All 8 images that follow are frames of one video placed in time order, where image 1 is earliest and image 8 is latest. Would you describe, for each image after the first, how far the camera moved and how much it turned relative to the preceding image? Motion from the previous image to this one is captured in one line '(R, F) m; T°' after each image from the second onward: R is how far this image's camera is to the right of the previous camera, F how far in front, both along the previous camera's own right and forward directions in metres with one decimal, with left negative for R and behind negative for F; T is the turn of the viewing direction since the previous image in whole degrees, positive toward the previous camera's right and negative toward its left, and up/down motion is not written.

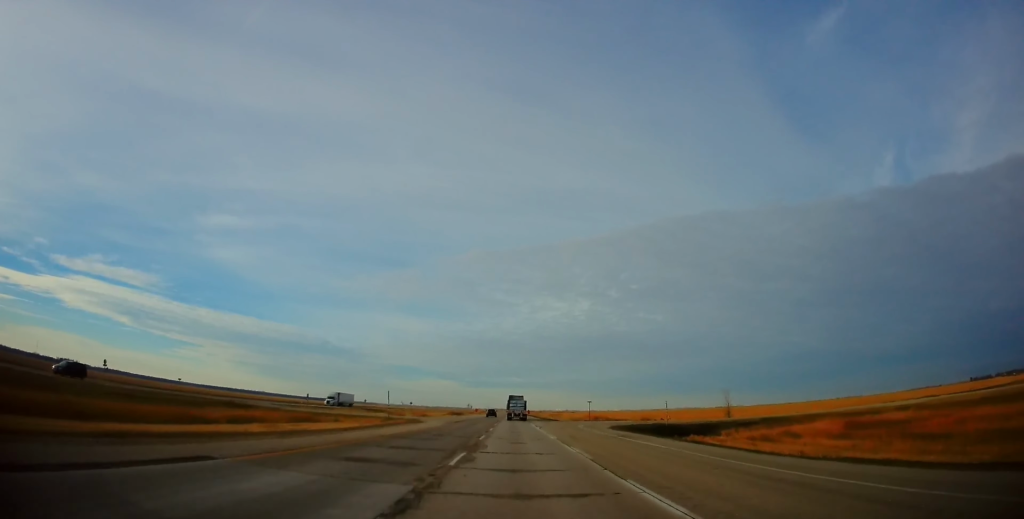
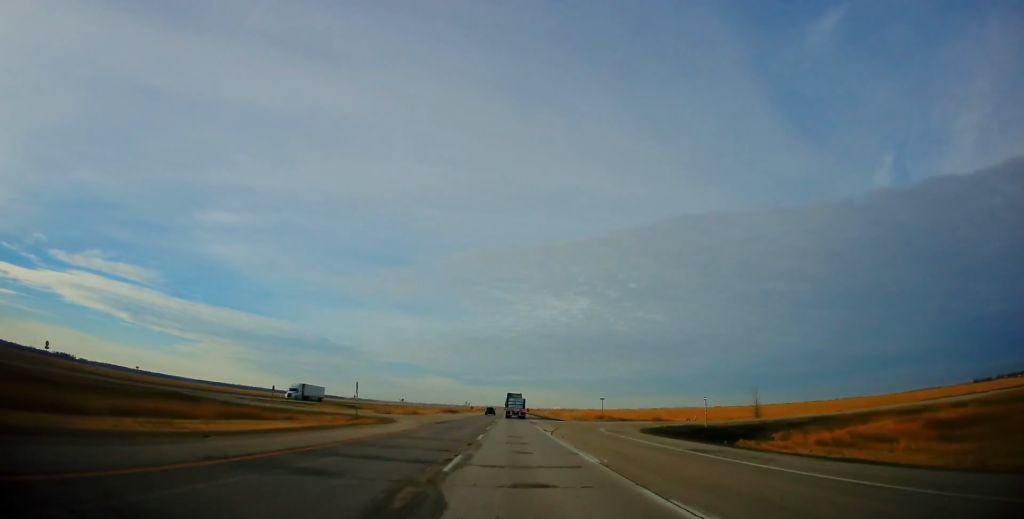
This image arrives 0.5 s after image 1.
(+0.4, +13.8) m; 0°
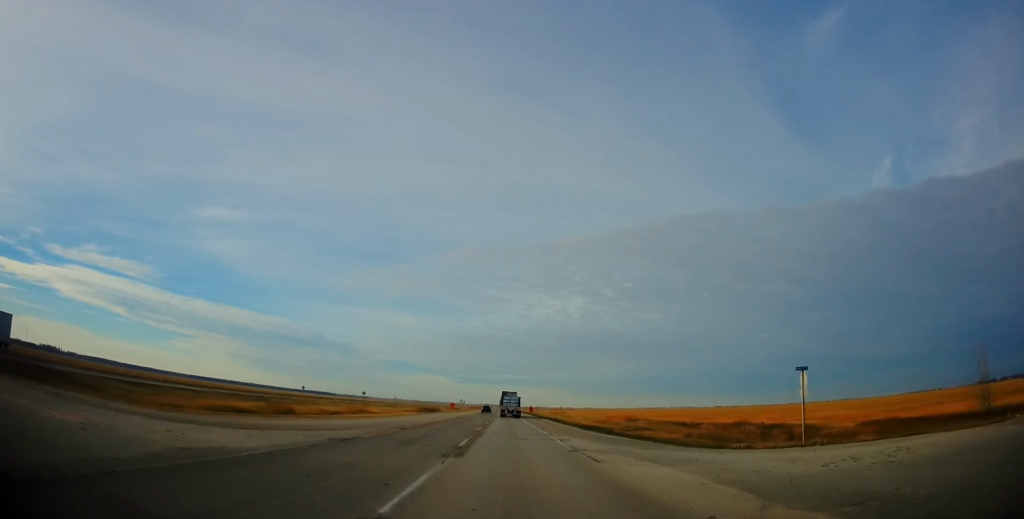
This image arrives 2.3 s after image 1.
(-0.3, +52.8) m; 0°
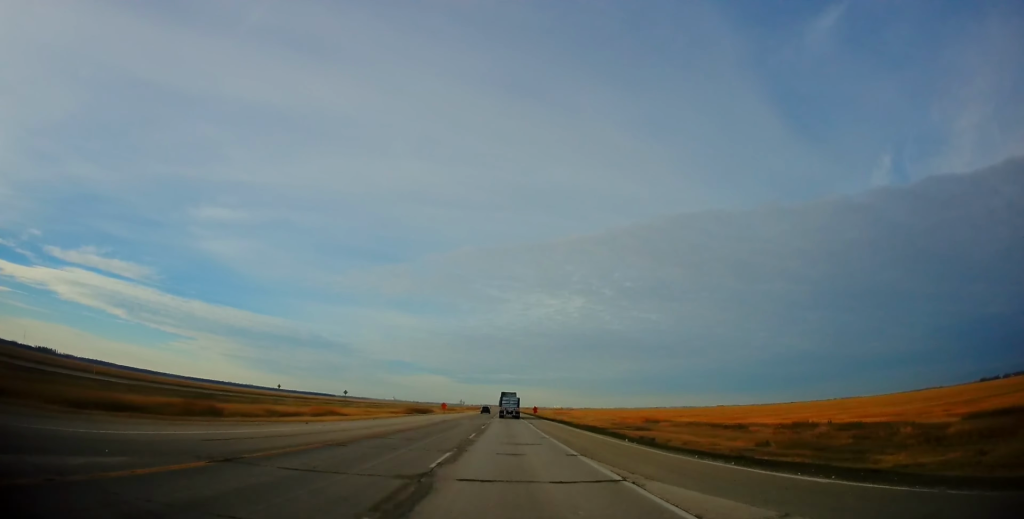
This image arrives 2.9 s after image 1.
(+0.1, +18.4) m; 0°
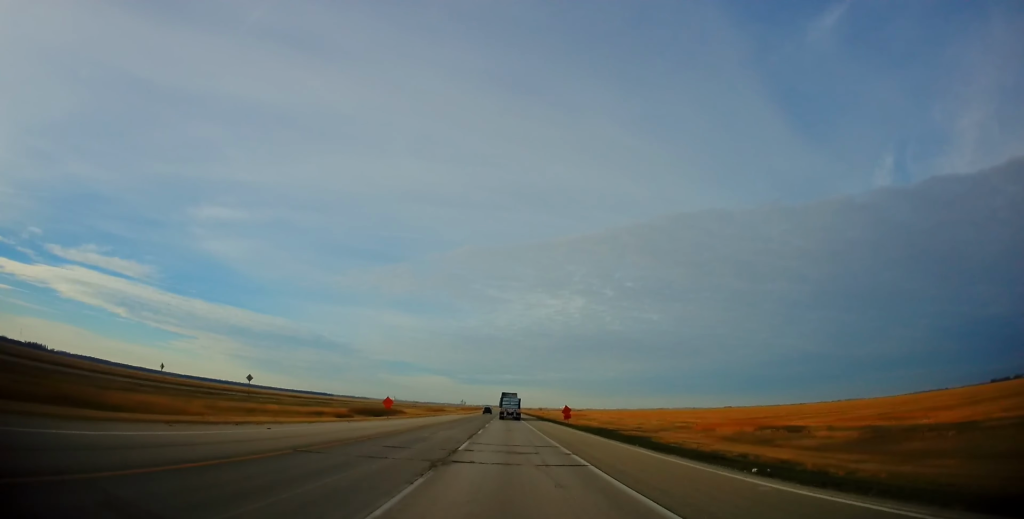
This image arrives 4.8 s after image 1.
(-0.1, +56.7) m; 0°
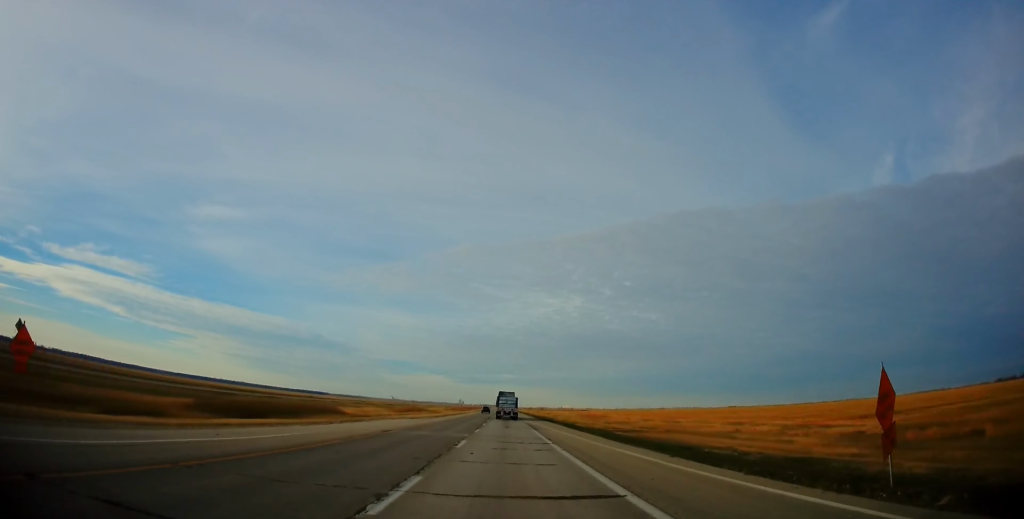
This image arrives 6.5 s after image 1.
(-0.5, +49.2) m; 0°
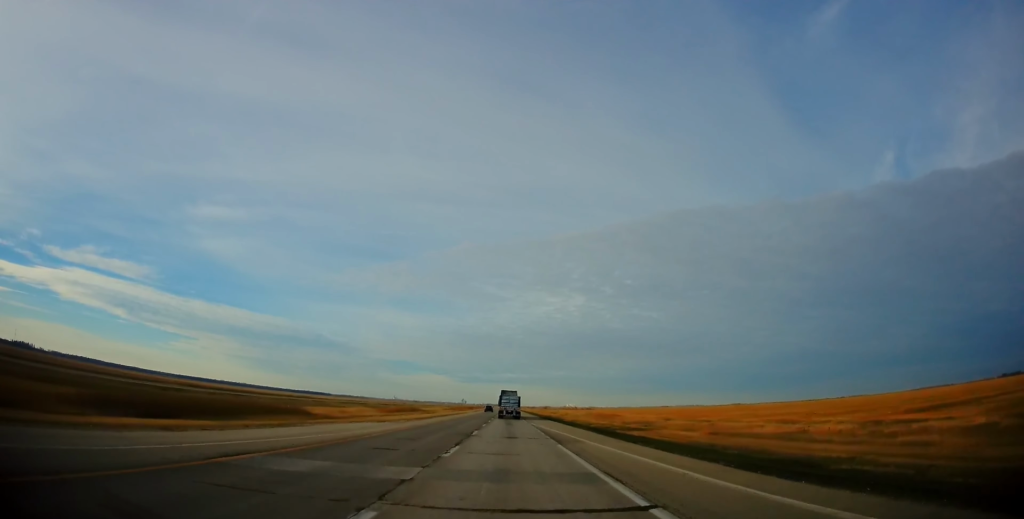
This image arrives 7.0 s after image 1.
(+0.1, +15.7) m; 0°
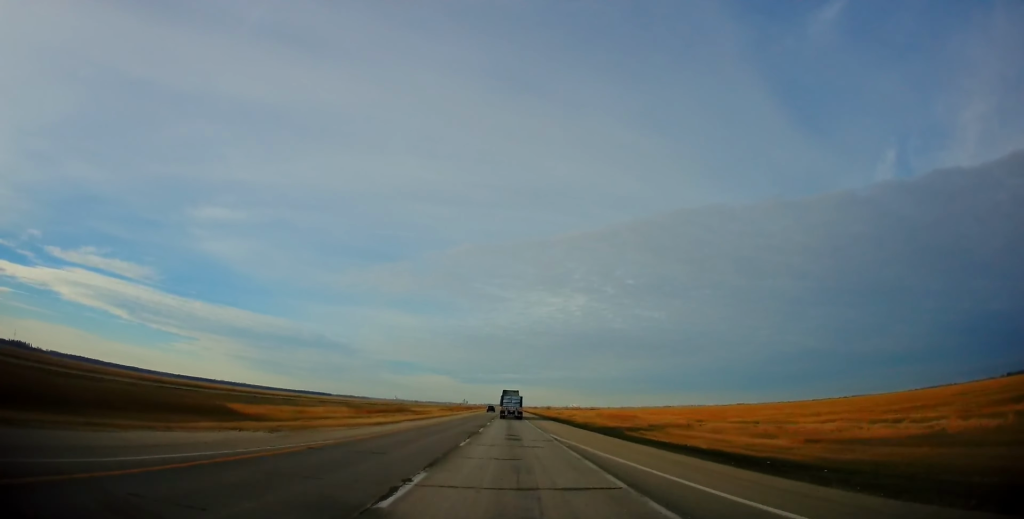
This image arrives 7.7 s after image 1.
(+0.4, +19.7) m; 0°
